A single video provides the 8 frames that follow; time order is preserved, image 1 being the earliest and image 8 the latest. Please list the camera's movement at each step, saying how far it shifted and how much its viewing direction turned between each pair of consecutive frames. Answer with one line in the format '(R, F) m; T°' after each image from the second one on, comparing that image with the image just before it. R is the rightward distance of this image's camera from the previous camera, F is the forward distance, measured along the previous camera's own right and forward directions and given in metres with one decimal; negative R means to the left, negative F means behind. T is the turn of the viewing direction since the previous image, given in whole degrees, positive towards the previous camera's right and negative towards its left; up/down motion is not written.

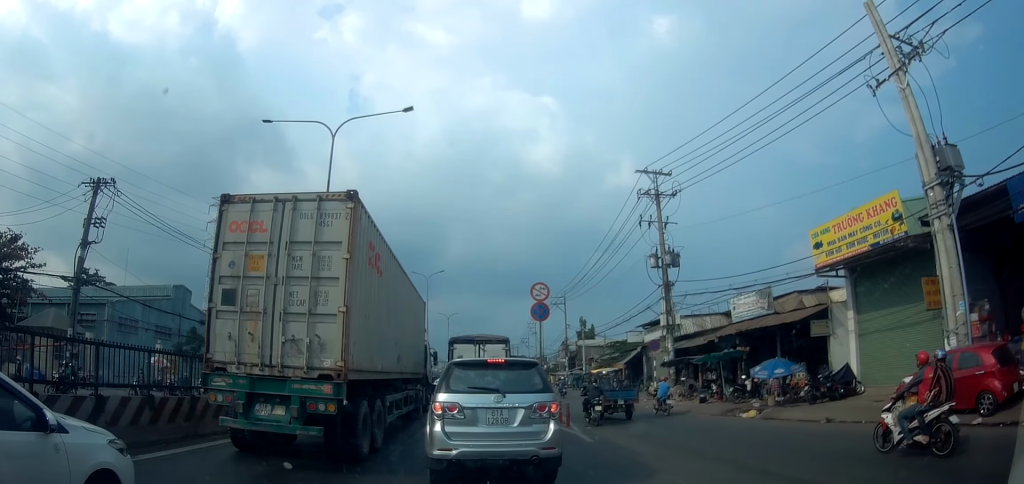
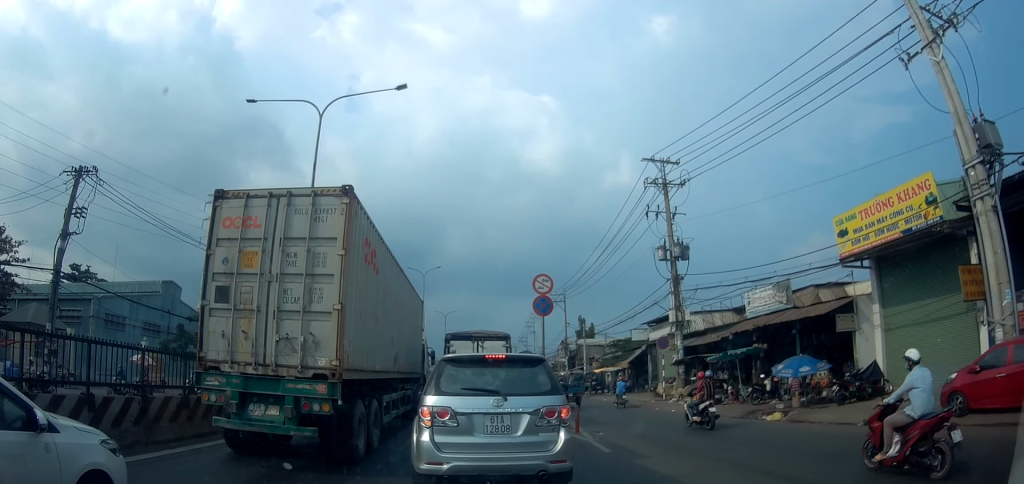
(-0.1, +1.5) m; -4°
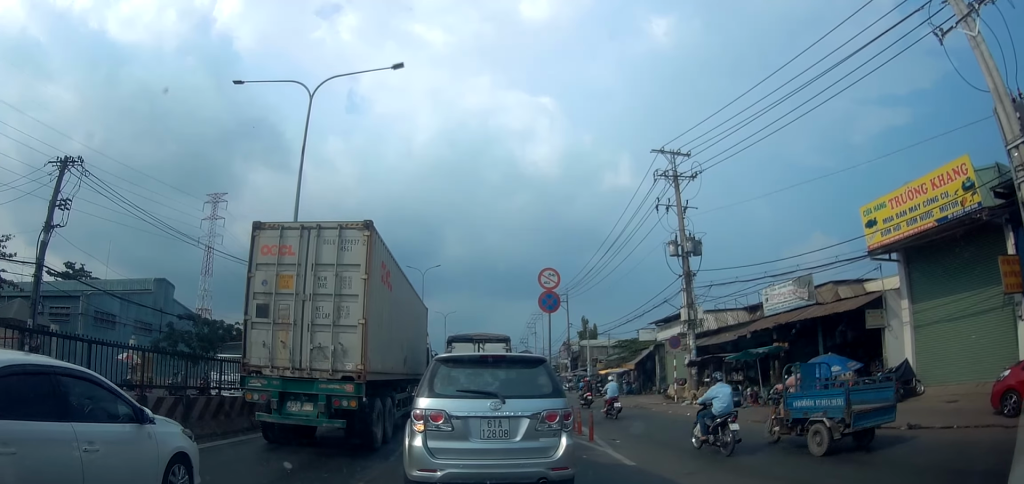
(-0.1, +1.6) m; 0°
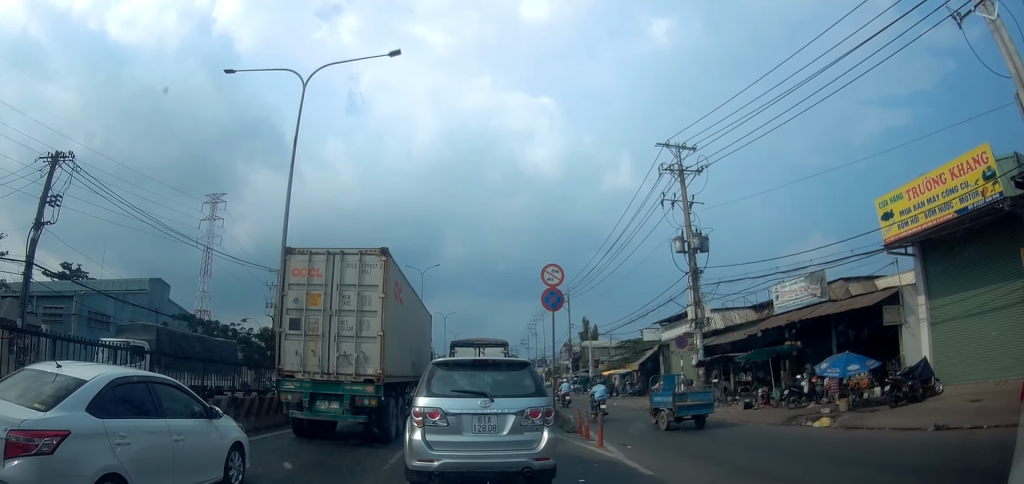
(-0.1, +1.0) m; -1°
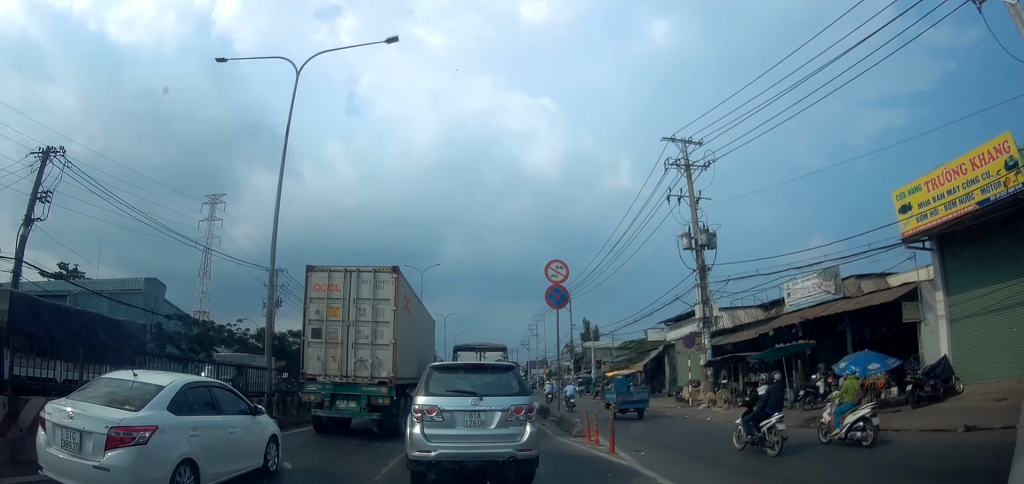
(0.0, +1.0) m; -2°
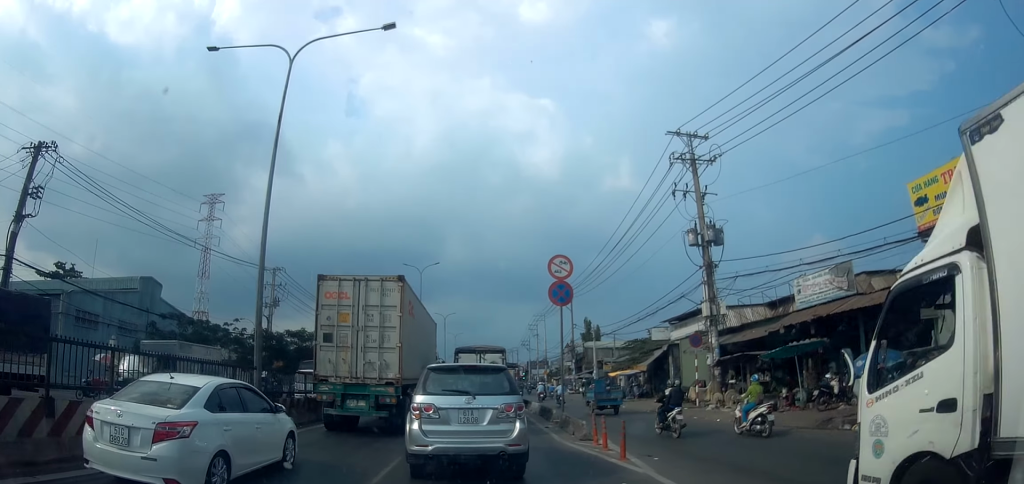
(0.0, +0.9) m; 0°
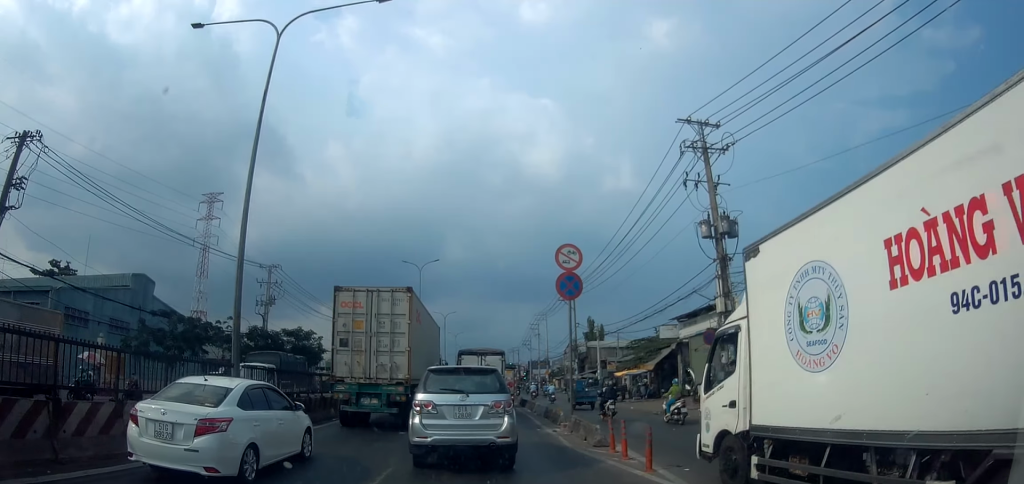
(0.0, +1.4) m; 0°
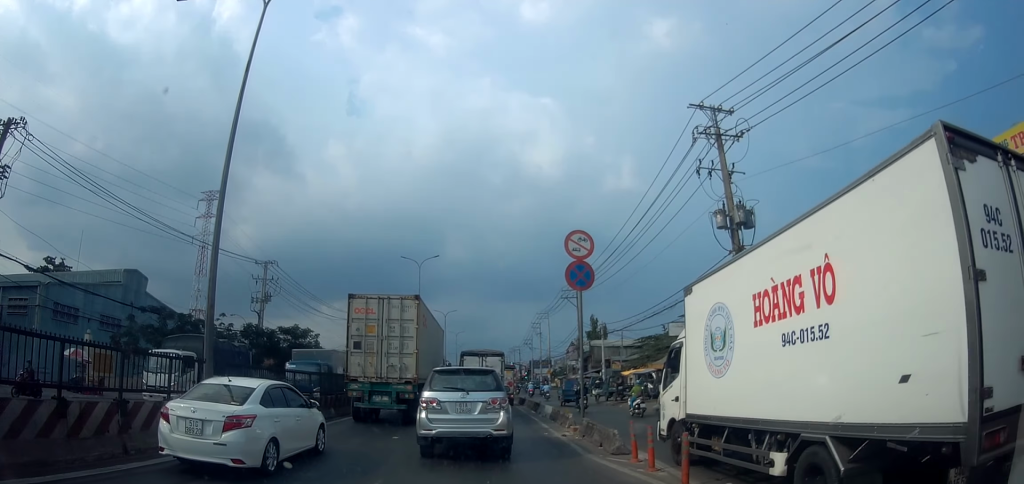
(0.0, +1.3) m; 0°
